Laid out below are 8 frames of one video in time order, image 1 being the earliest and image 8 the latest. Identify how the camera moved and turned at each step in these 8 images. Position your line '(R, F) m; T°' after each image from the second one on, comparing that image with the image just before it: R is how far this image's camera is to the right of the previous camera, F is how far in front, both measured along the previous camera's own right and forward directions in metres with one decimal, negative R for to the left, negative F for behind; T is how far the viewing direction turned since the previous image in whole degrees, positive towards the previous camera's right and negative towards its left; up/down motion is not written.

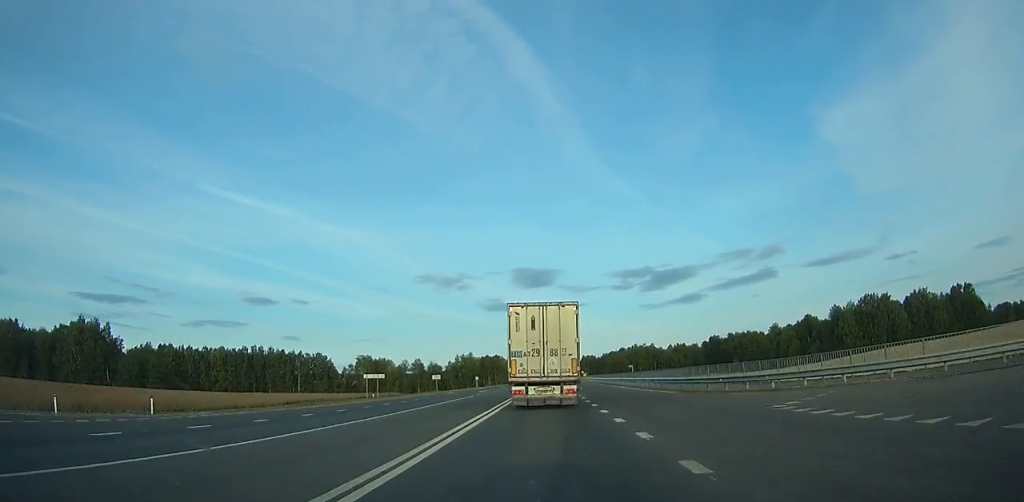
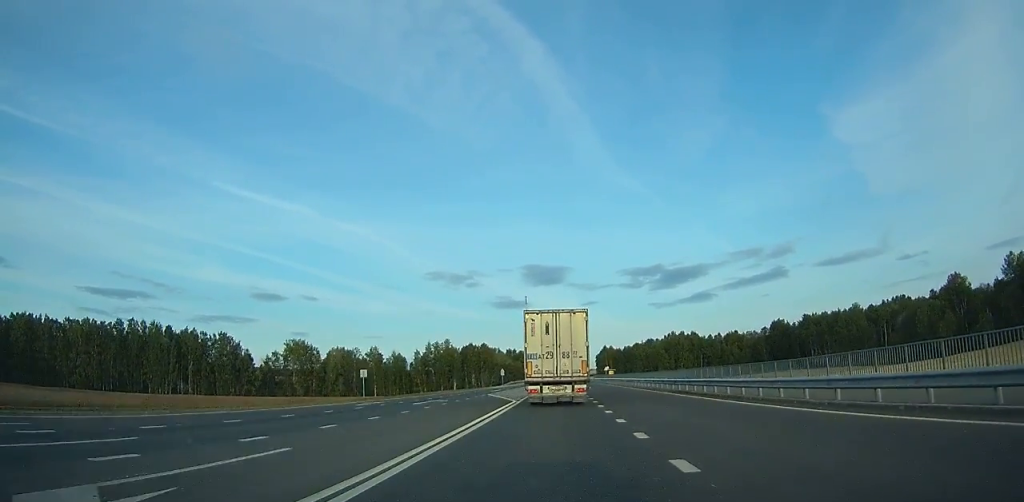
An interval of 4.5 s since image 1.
(-0.7, +96.4) m; -1°
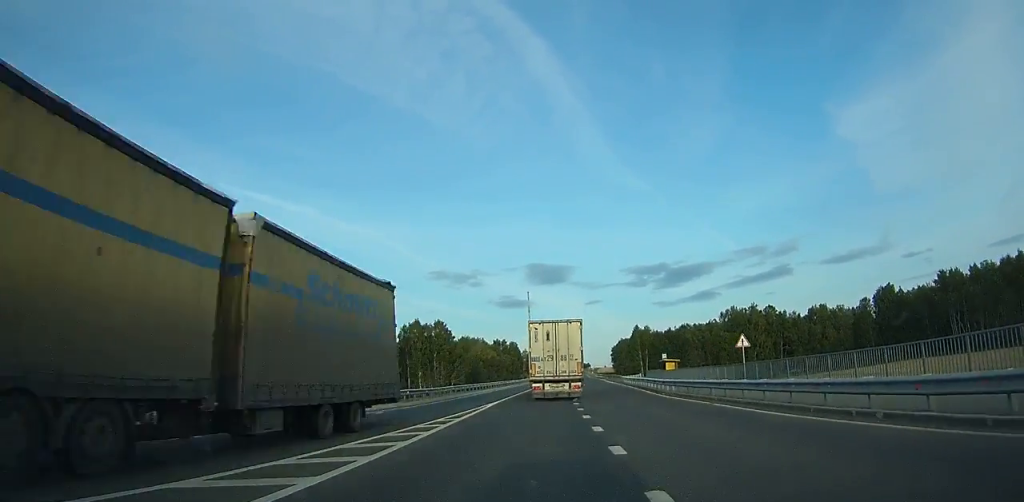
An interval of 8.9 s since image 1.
(-0.6, +101.7) m; 0°
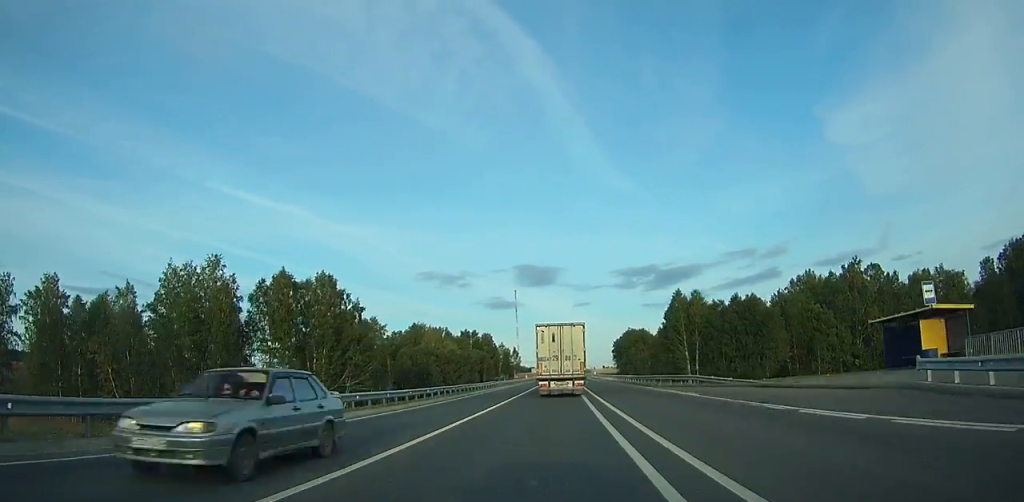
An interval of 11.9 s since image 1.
(+0.3, +70.3) m; +1°
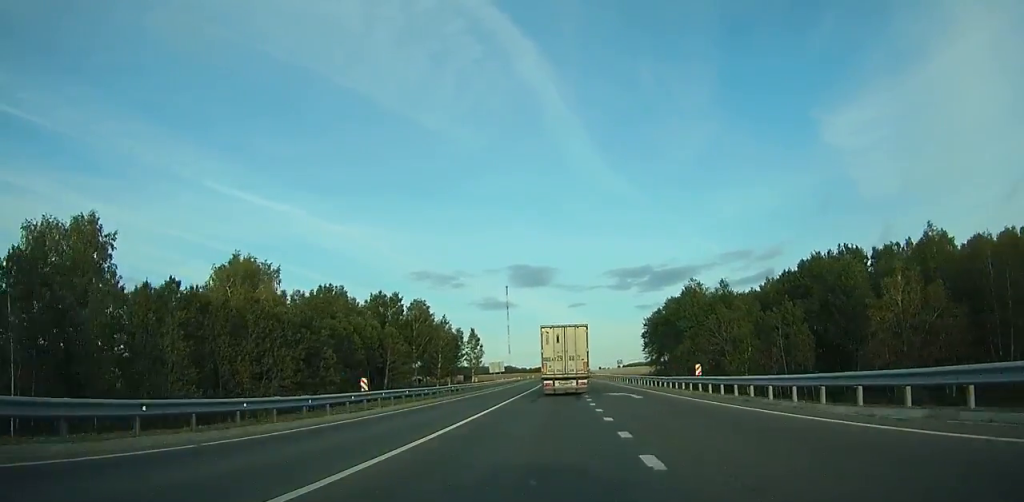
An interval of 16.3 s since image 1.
(+1.0, +100.3) m; +1°
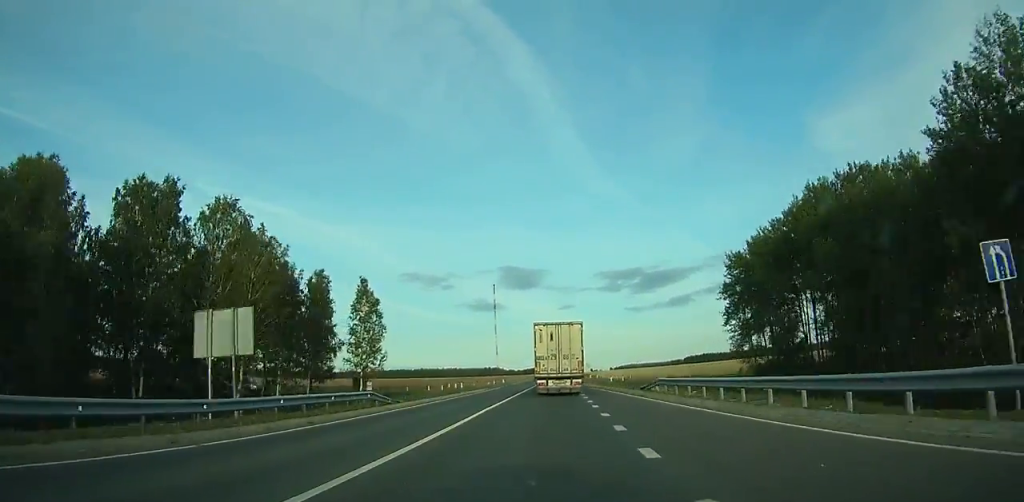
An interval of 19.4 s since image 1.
(+0.4, +69.8) m; +1°
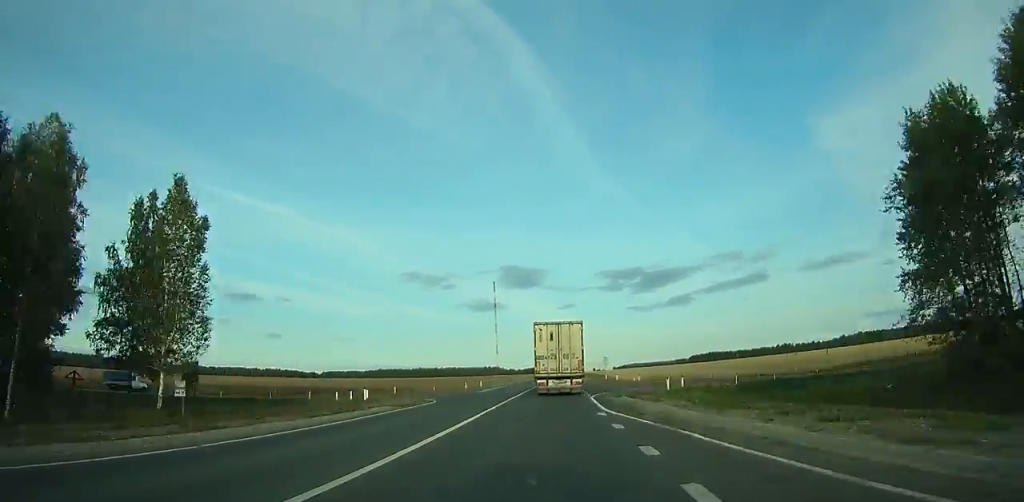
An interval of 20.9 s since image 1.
(+0.1, +34.8) m; 0°
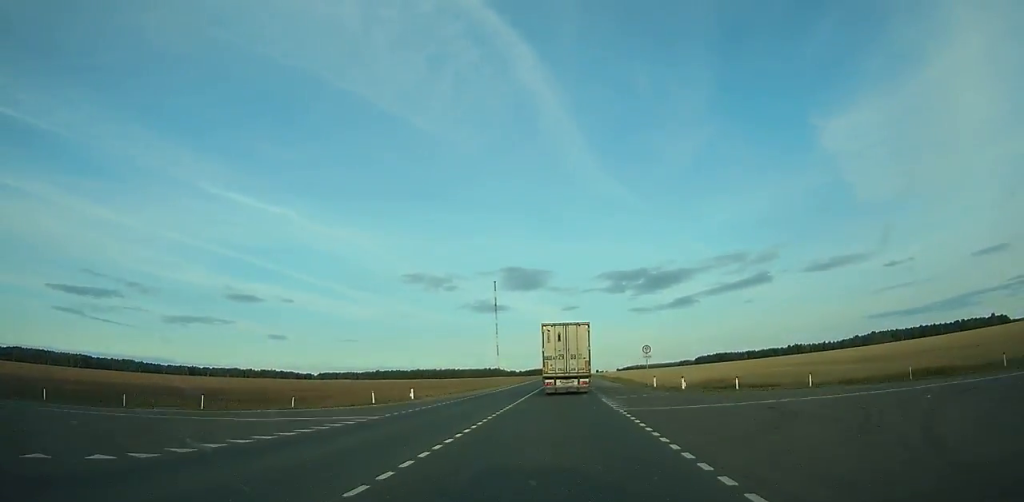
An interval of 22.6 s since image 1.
(+0.1, +38.8) m; 0°
